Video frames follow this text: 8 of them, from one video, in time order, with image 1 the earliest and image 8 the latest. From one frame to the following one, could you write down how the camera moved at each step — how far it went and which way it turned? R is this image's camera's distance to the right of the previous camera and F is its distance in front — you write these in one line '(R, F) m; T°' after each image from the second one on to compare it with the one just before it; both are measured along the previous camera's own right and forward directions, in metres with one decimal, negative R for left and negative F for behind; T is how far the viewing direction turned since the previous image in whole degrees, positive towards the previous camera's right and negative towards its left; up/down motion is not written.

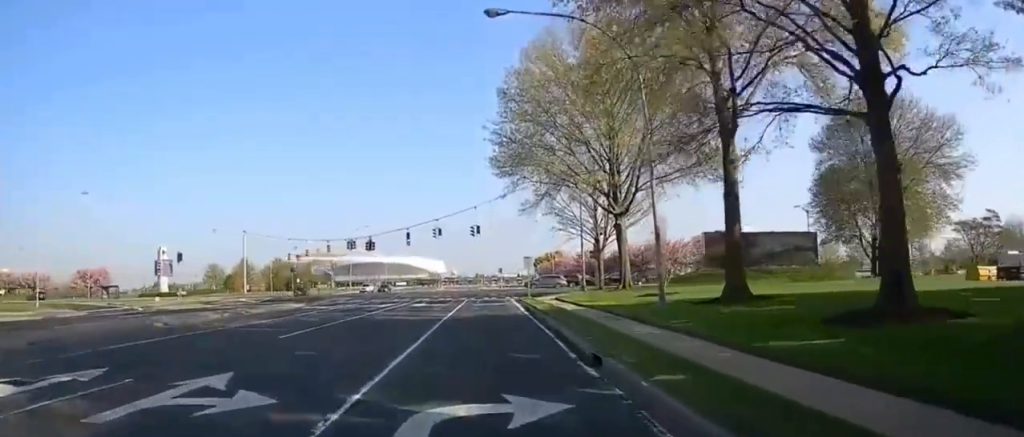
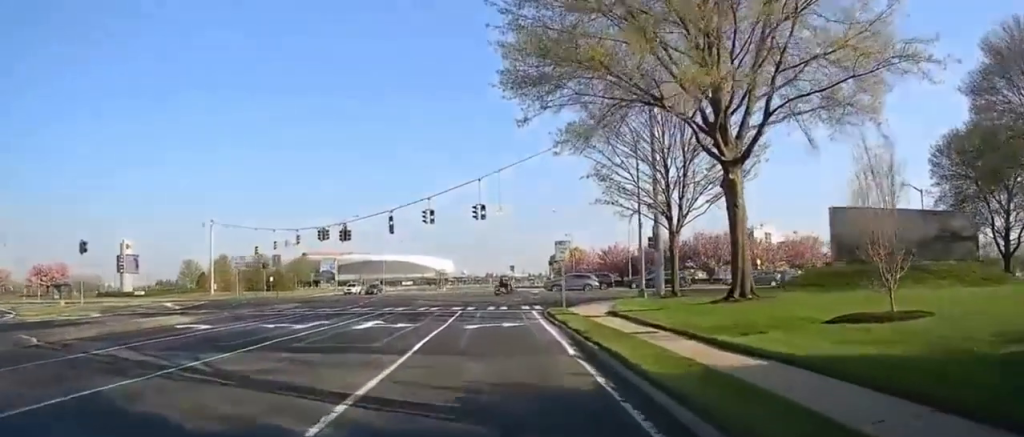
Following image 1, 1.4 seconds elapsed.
(-0.1, +18.6) m; 0°
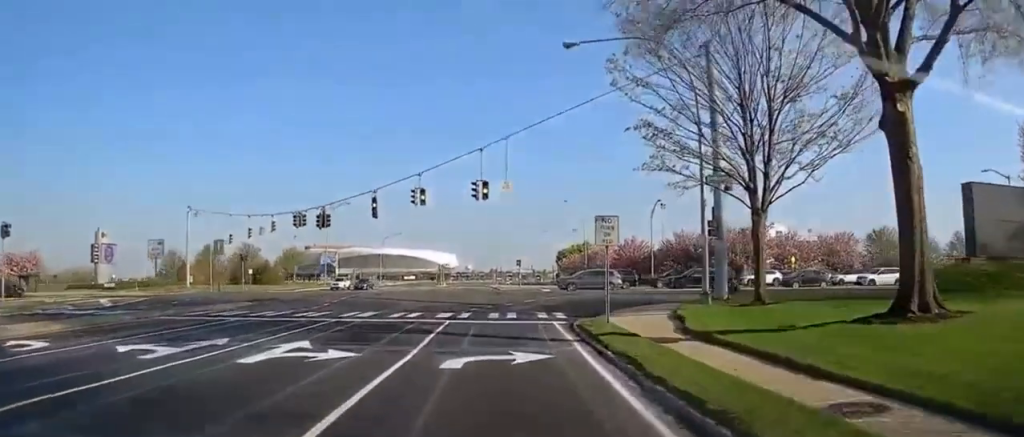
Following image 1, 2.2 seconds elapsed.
(0.0, +9.7) m; -1°
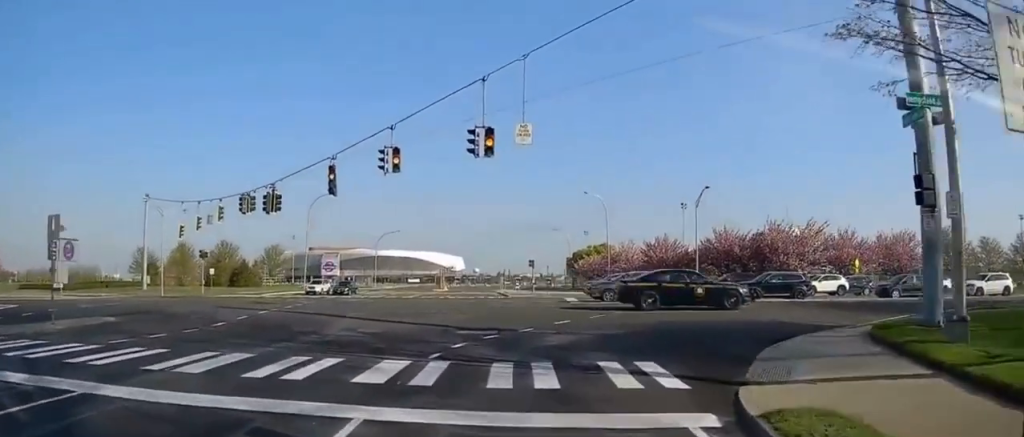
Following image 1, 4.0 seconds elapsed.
(-0.3, +16.3) m; -2°
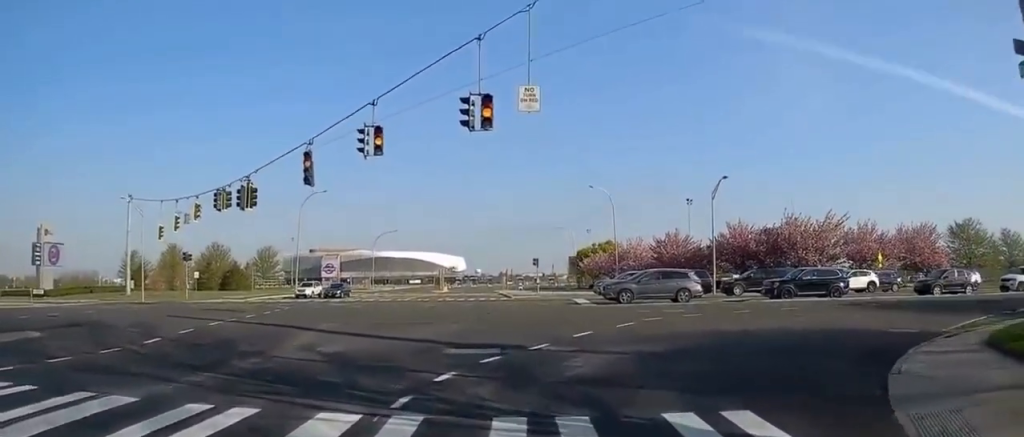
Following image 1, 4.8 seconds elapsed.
(0.0, +5.3) m; +1°
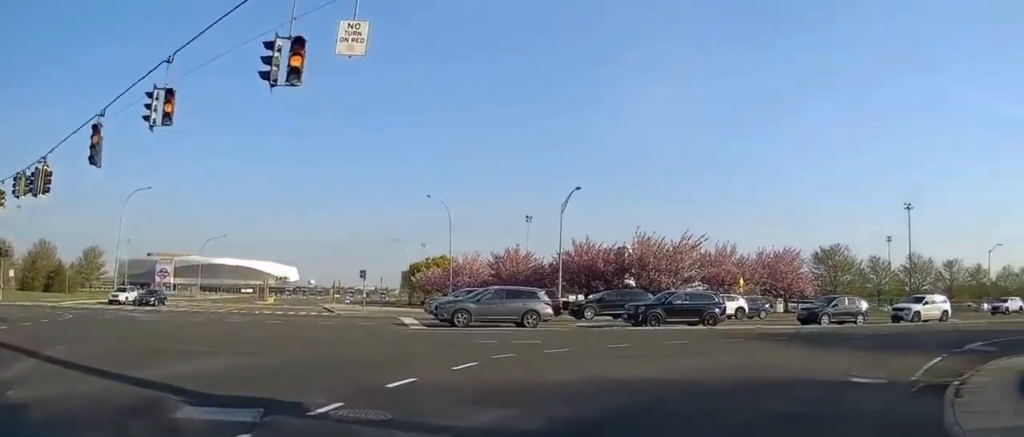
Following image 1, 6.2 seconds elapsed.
(+0.4, +4.8) m; +23°
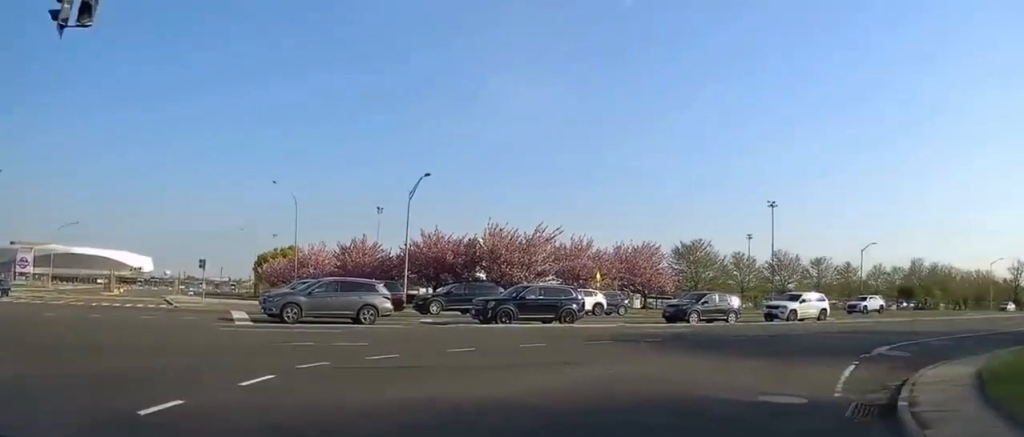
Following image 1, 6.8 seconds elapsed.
(+0.2, +1.9) m; +14°
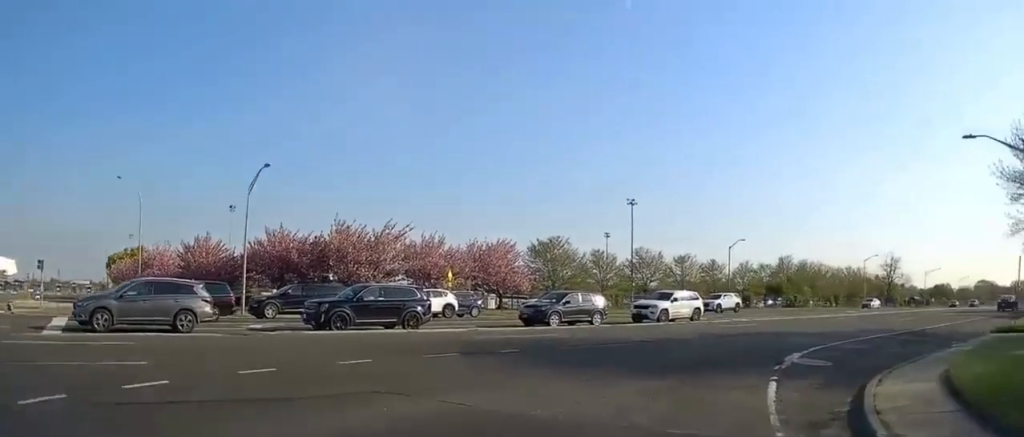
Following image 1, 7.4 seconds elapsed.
(+0.4, +2.6) m; +8°
